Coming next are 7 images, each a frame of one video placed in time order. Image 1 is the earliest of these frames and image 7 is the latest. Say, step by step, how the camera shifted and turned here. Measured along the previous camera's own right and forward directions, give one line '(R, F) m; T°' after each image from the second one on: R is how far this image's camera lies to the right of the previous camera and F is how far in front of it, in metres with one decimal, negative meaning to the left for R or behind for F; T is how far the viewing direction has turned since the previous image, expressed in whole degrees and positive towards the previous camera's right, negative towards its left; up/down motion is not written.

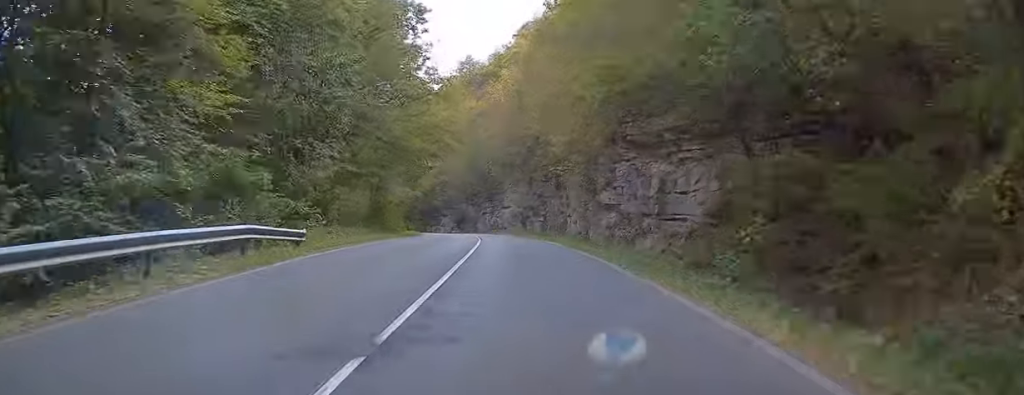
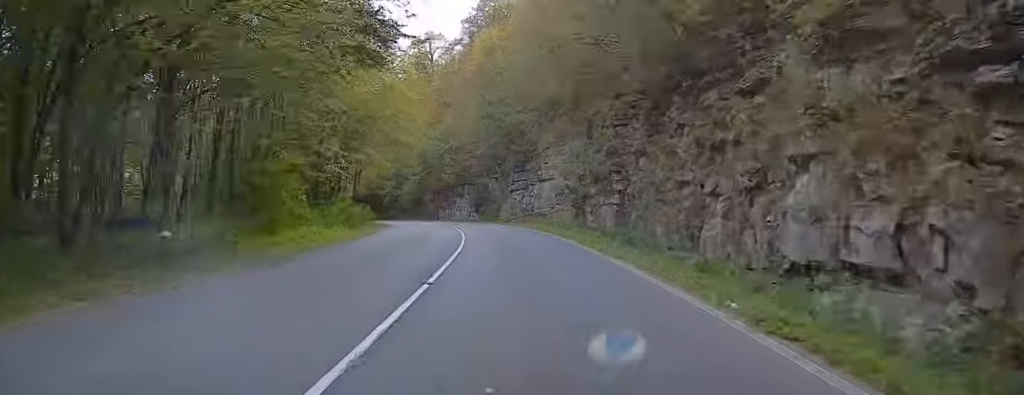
(-0.6, +30.9) m; -3°
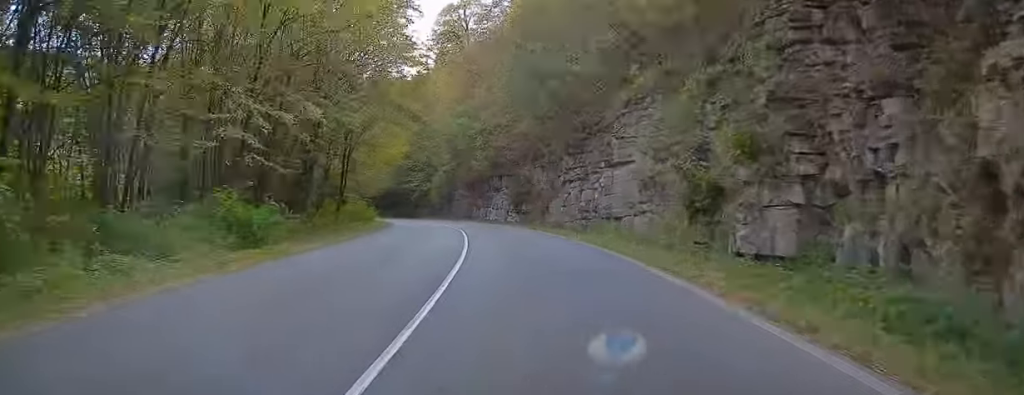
(0.0, +16.9) m; -4°
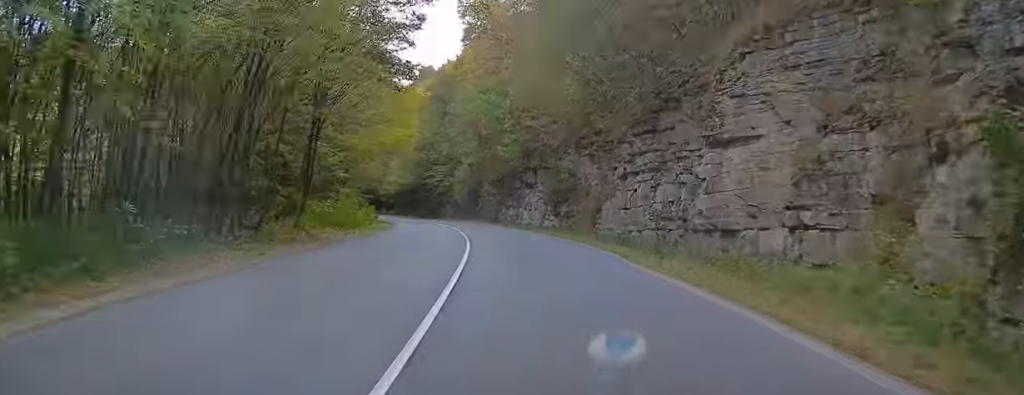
(-0.8, +12.7) m; -4°
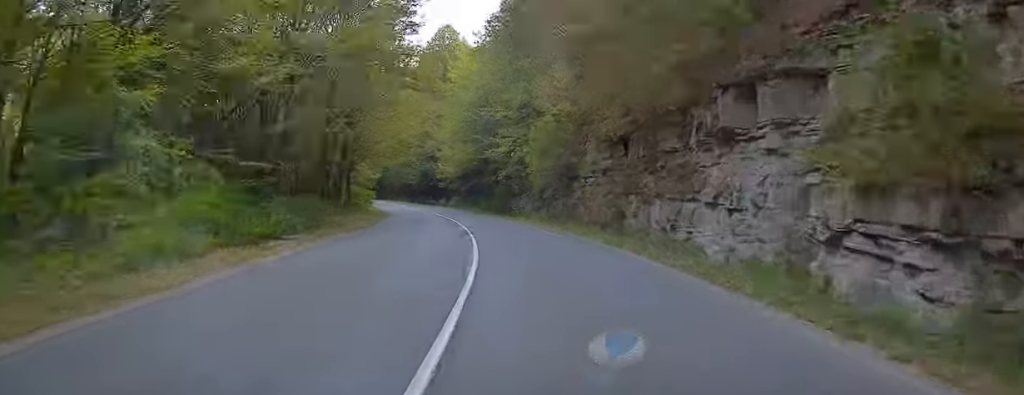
(-2.3, +33.6) m; -7°
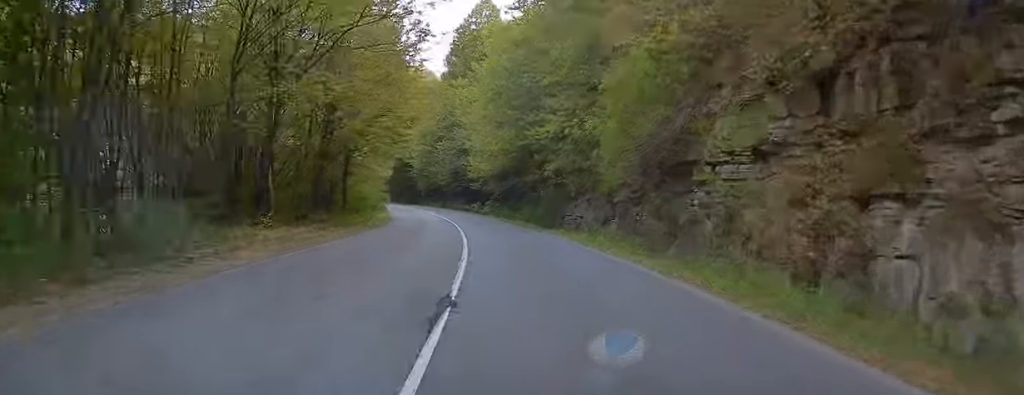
(-0.5, +16.9) m; -3°
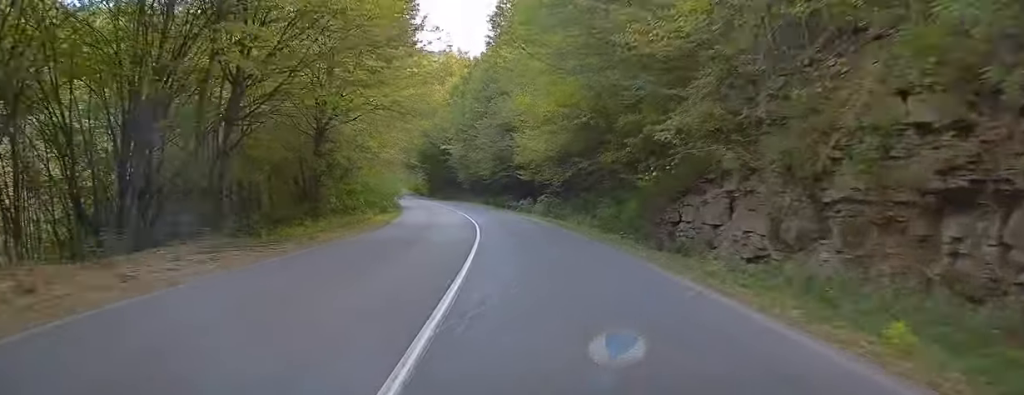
(-0.6, +18.6) m; -3°
